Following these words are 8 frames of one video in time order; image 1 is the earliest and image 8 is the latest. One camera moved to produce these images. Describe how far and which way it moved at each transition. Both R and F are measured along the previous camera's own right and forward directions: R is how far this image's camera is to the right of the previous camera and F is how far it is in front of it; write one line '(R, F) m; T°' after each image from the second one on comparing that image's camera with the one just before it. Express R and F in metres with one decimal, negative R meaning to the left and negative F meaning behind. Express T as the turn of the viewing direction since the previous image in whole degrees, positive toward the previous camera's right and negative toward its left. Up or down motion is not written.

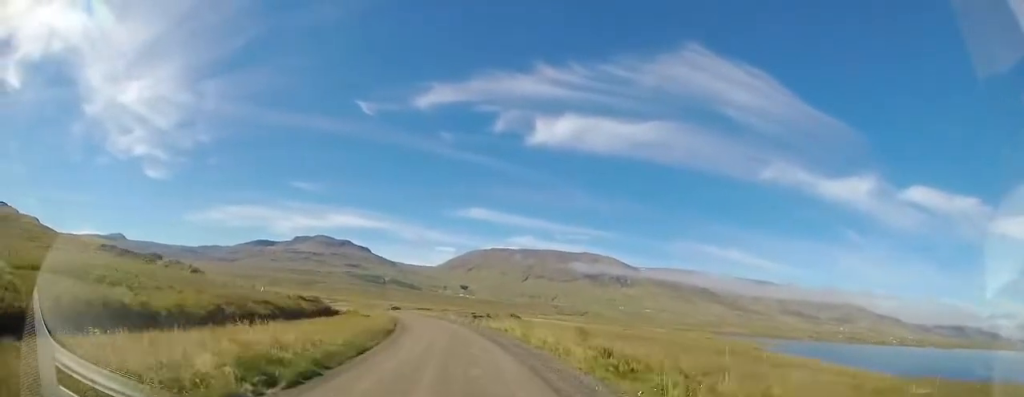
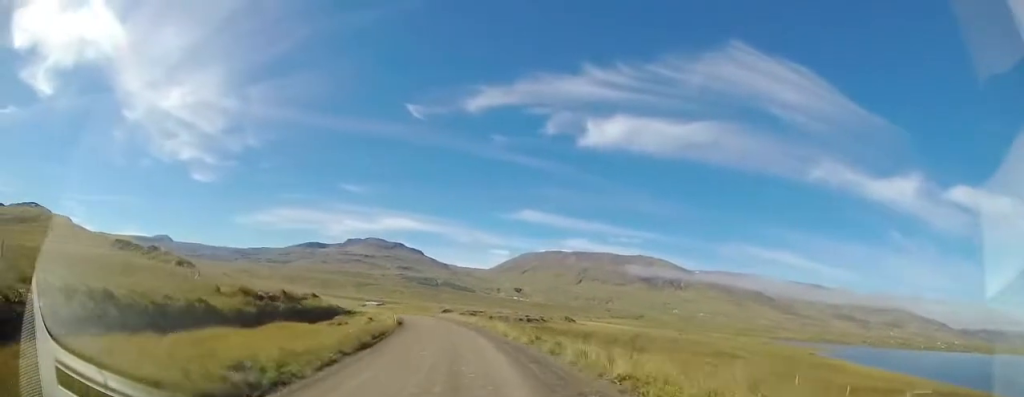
(-0.7, +18.1) m; -8°
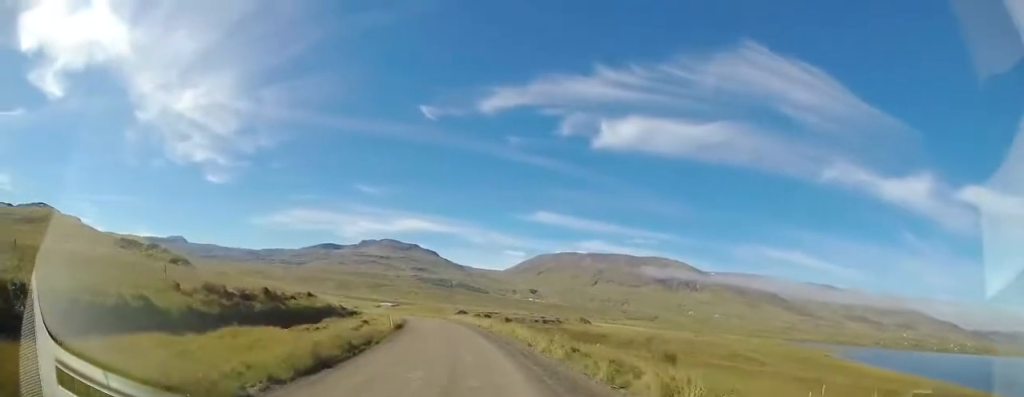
(-0.4, +4.9) m; -3°
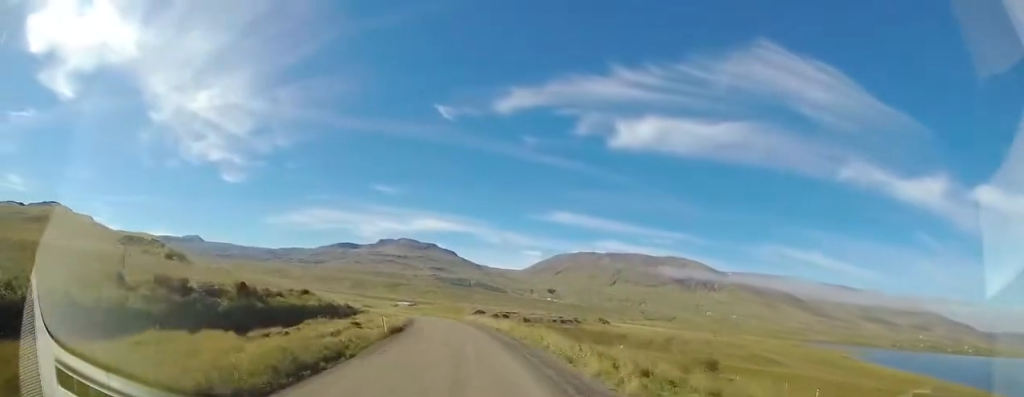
(-0.3, +4.9) m; -3°
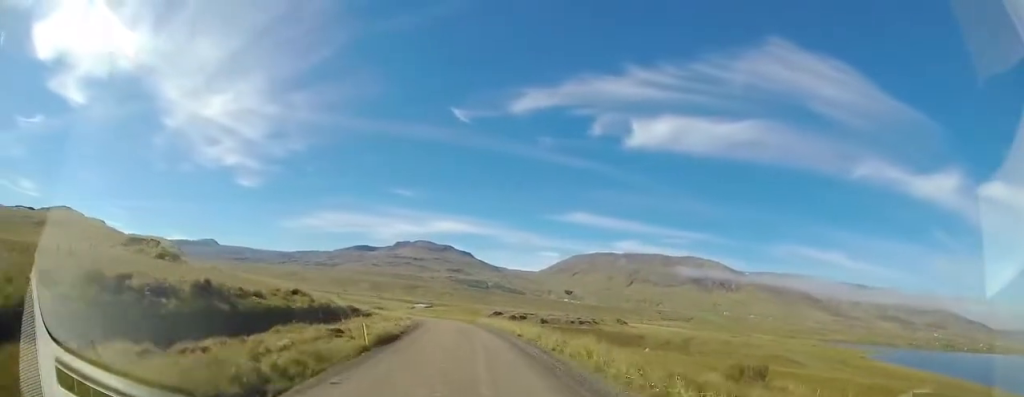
(-0.1, +5.0) m; -2°
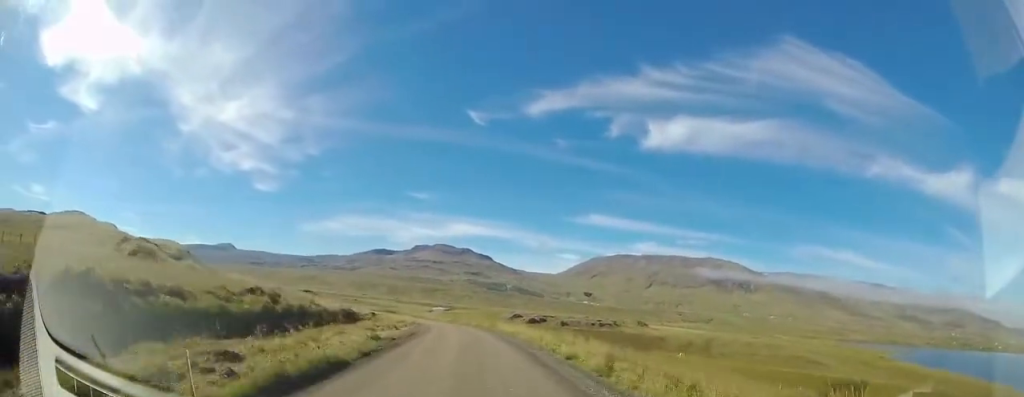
(0.0, +8.5) m; -2°
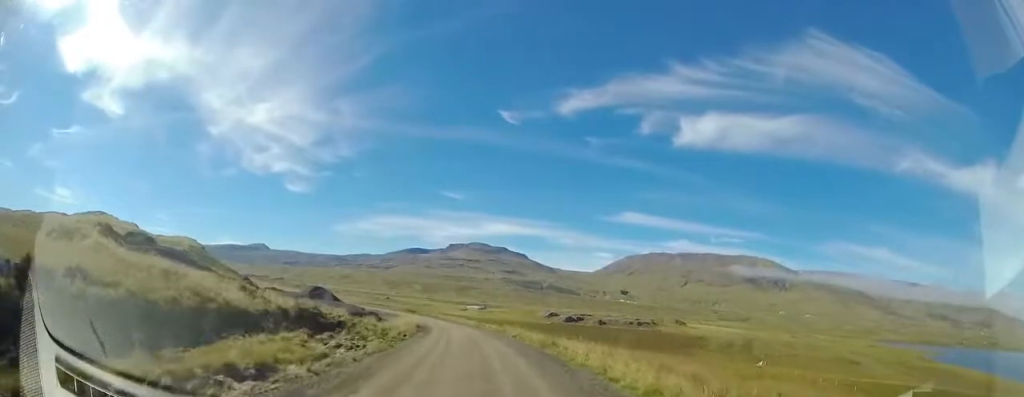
(-1.5, +17.9) m; -7°
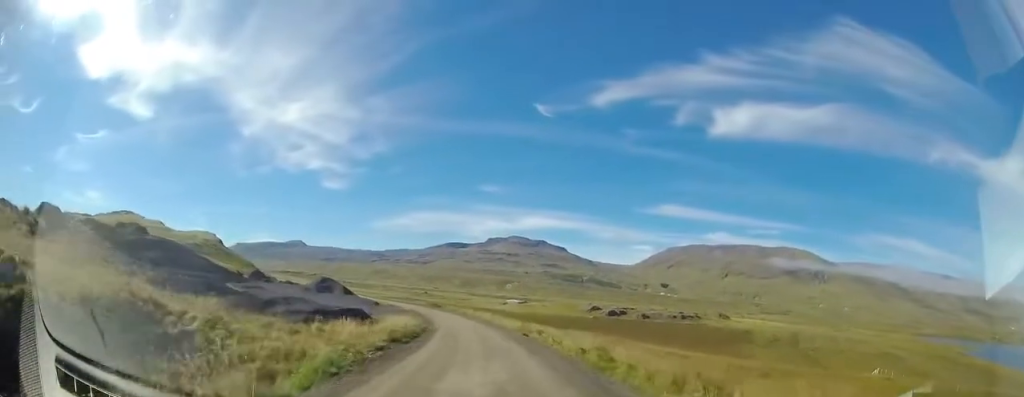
(-0.8, +19.6) m; -4°
